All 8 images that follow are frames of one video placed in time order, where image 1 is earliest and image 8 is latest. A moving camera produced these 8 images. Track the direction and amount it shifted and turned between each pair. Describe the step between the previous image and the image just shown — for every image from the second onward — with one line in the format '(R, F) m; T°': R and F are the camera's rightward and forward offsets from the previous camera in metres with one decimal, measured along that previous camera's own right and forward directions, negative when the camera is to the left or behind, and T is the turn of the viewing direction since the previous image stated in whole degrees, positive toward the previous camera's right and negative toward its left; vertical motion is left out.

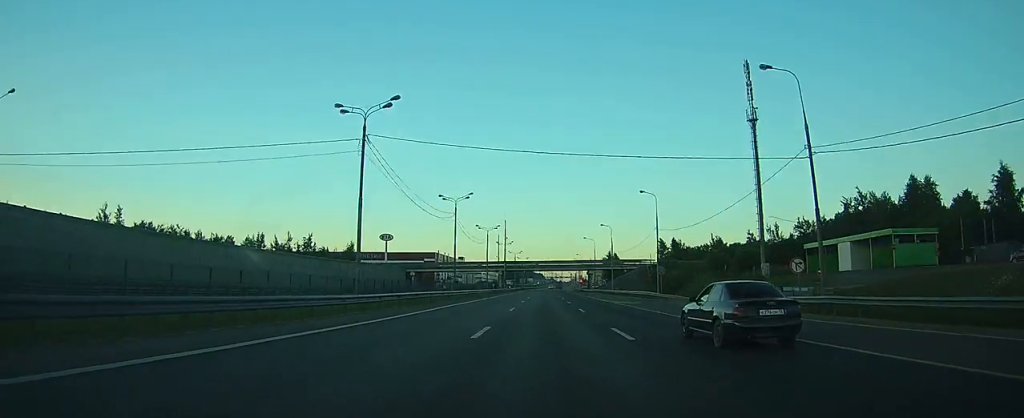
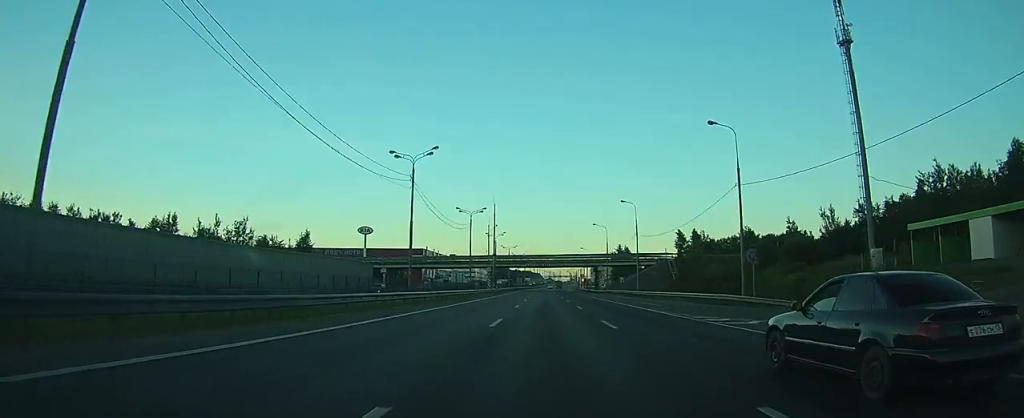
(0.0, +28.0) m; 0°
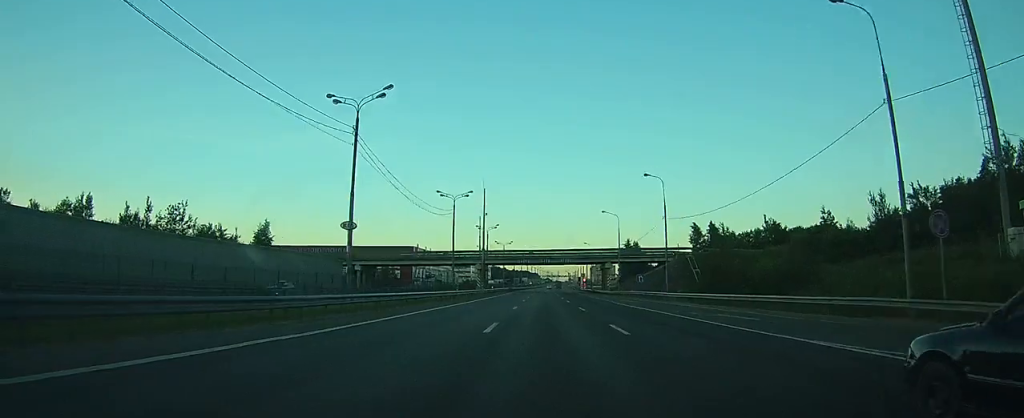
(0.0, +18.0) m; 0°
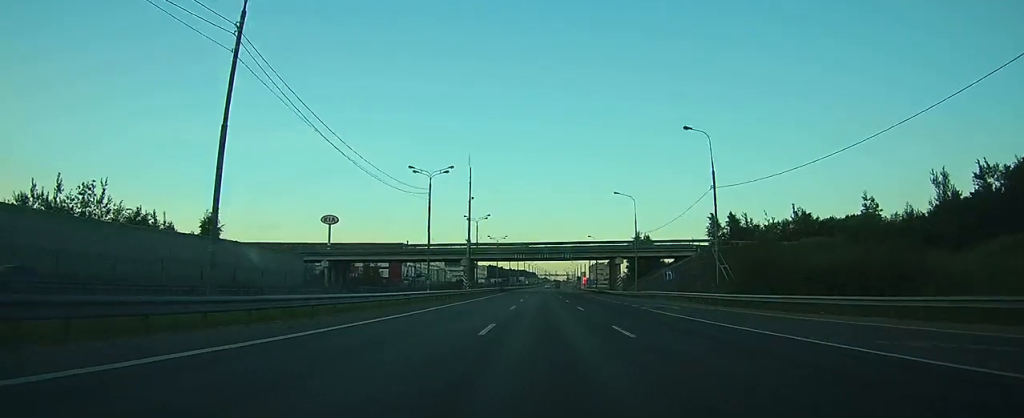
(-0.1, +17.0) m; 0°
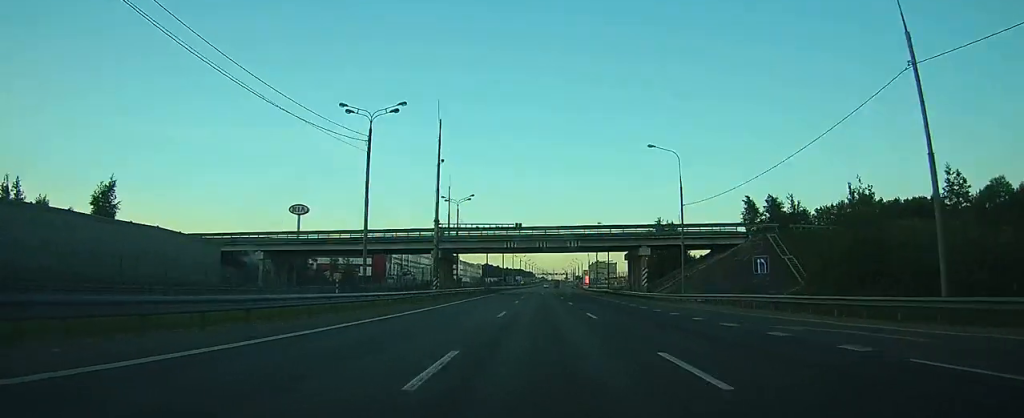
(+0.1, +24.0) m; 0°
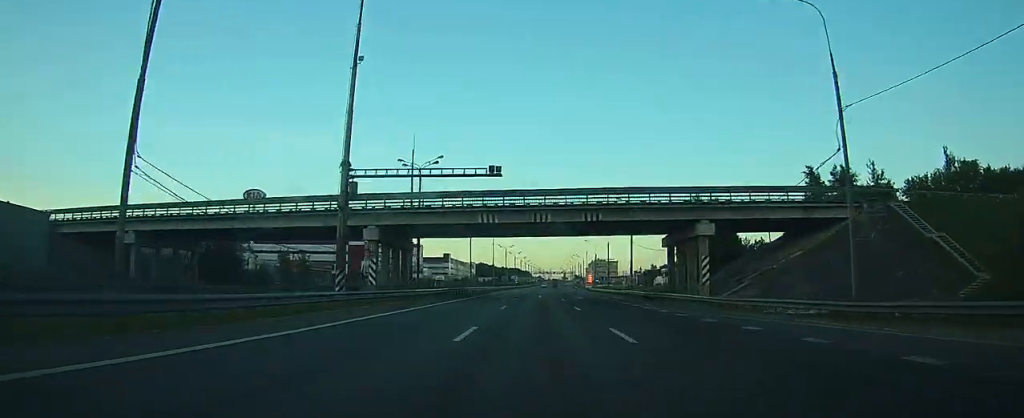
(+0.1, +26.8) m; 0°
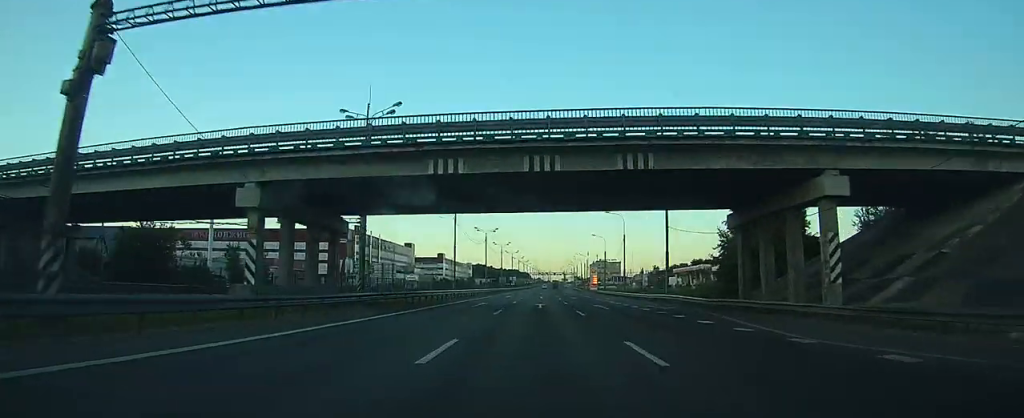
(+0.1, +19.8) m; 0°
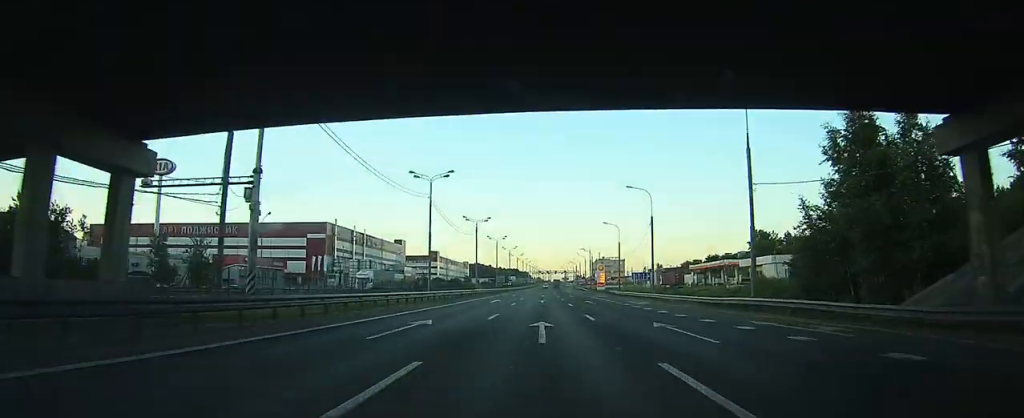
(+0.1, +20.7) m; 0°
